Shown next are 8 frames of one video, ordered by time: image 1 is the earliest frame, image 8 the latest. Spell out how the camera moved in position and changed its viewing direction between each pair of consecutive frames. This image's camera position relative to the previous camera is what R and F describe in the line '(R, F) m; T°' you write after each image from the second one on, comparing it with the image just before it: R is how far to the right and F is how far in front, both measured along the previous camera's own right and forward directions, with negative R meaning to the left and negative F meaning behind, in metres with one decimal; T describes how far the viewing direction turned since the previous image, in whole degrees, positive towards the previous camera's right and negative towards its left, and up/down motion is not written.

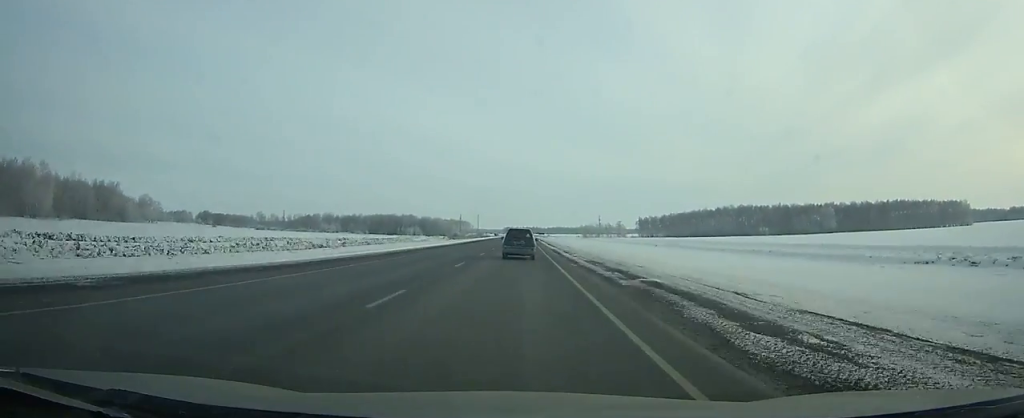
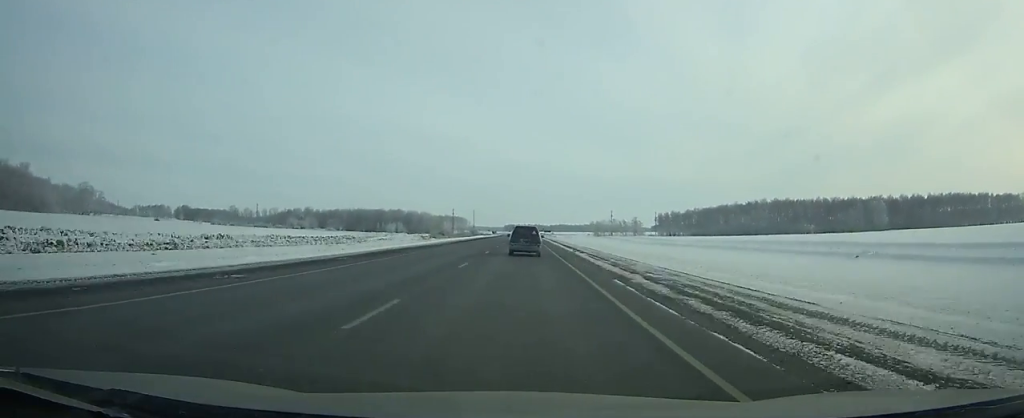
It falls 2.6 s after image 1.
(-0.1, +61.3) m; 0°
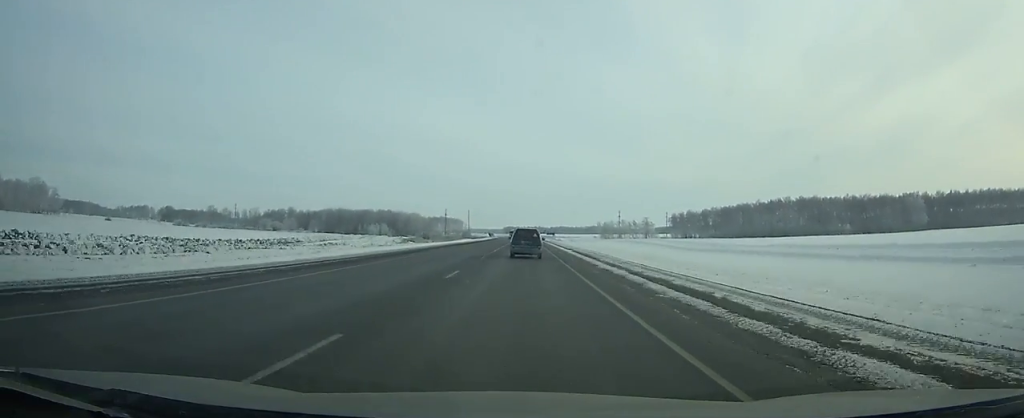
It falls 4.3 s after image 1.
(+0.1, +39.8) m; 0°
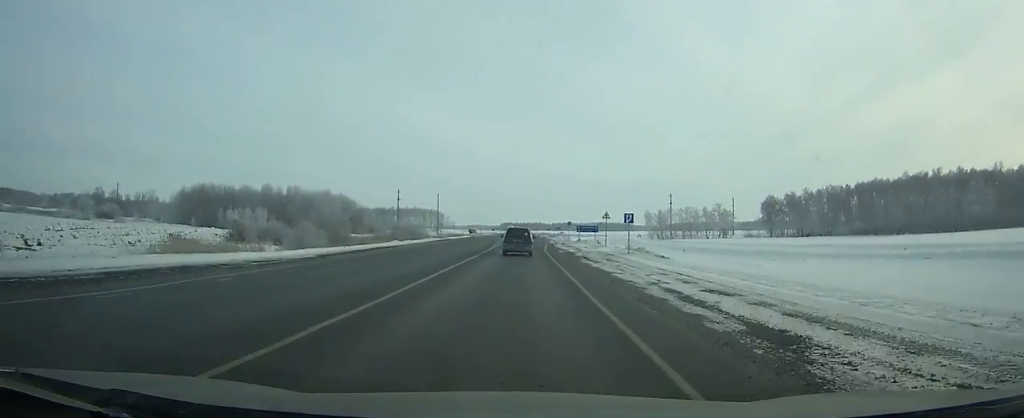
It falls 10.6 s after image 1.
(+0.2, +147.8) m; 0°
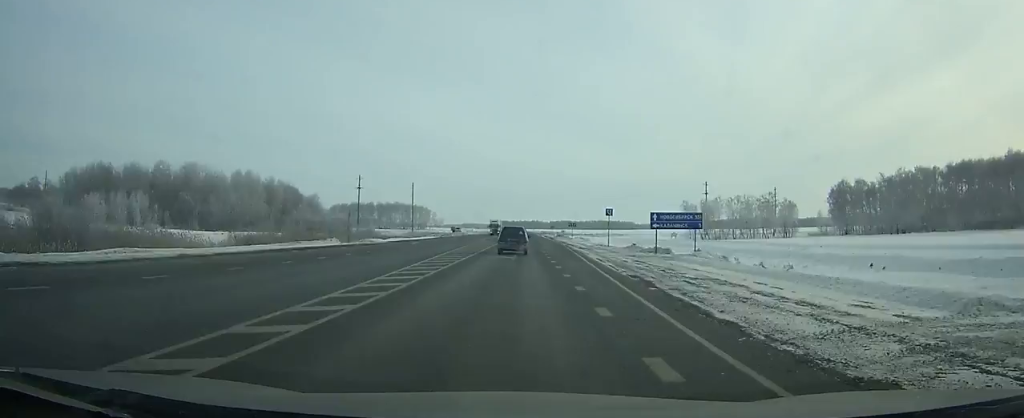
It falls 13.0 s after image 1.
(0.0, +56.8) m; 0°
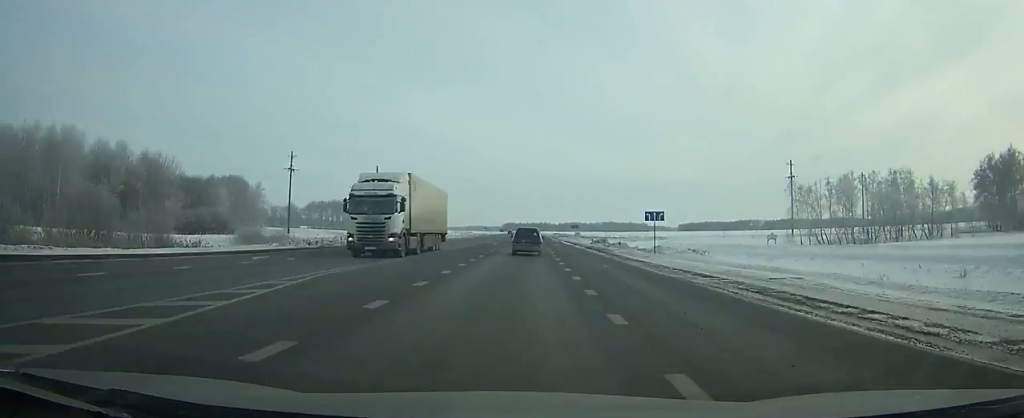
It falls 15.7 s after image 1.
(-0.1, +64.5) m; 0°
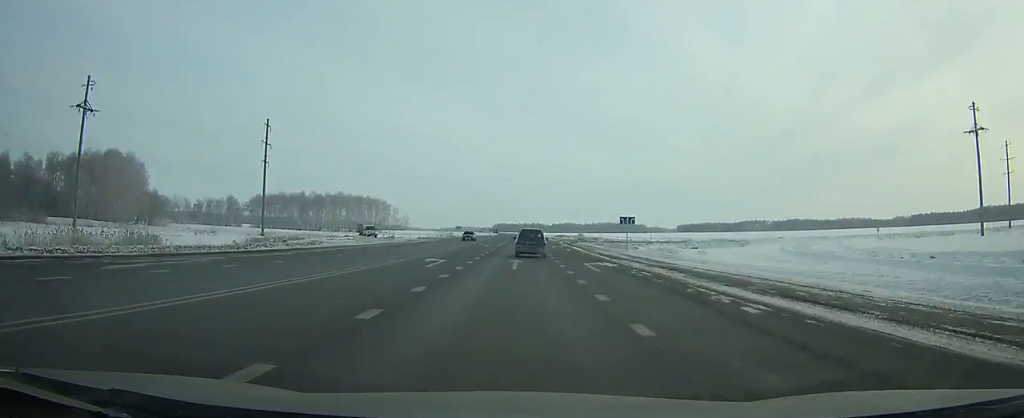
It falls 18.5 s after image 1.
(-0.1, +67.6) m; 0°
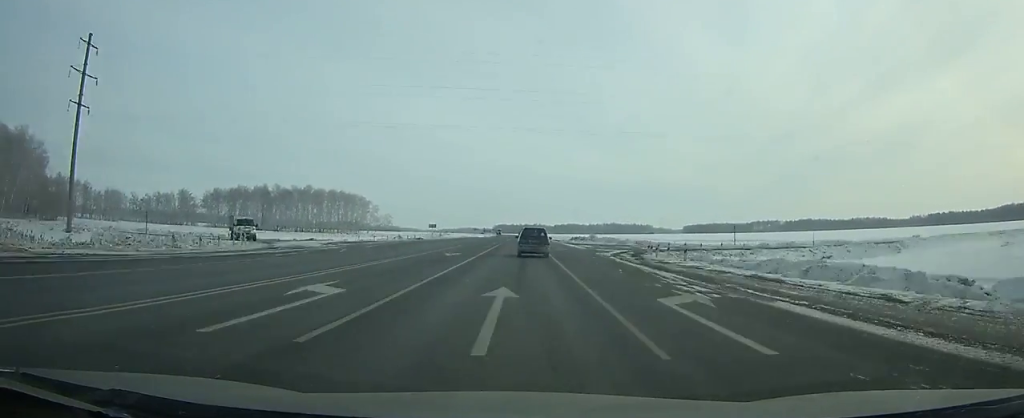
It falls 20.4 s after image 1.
(+0.1, +46.1) m; 0°
